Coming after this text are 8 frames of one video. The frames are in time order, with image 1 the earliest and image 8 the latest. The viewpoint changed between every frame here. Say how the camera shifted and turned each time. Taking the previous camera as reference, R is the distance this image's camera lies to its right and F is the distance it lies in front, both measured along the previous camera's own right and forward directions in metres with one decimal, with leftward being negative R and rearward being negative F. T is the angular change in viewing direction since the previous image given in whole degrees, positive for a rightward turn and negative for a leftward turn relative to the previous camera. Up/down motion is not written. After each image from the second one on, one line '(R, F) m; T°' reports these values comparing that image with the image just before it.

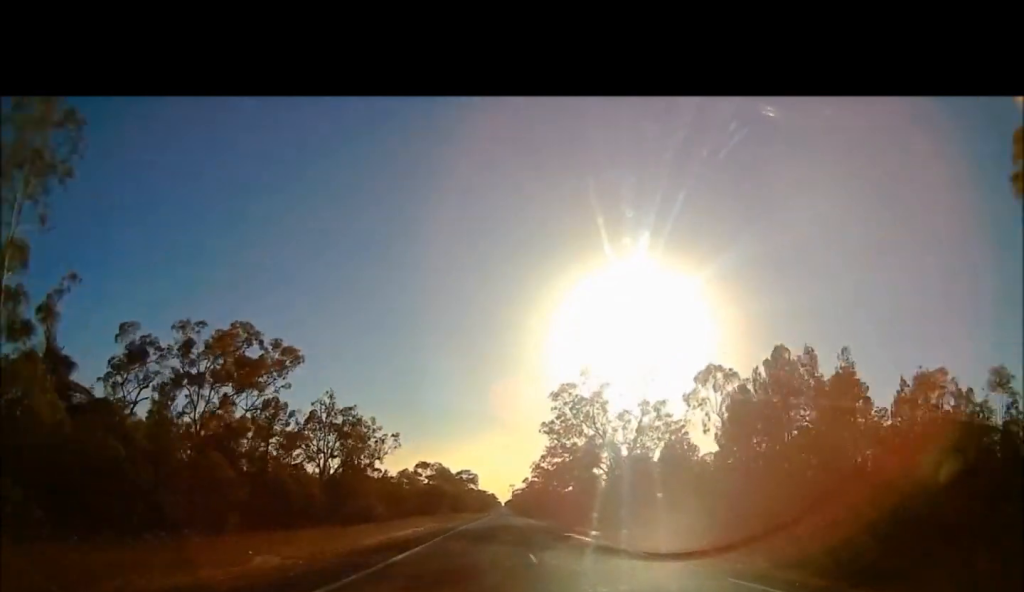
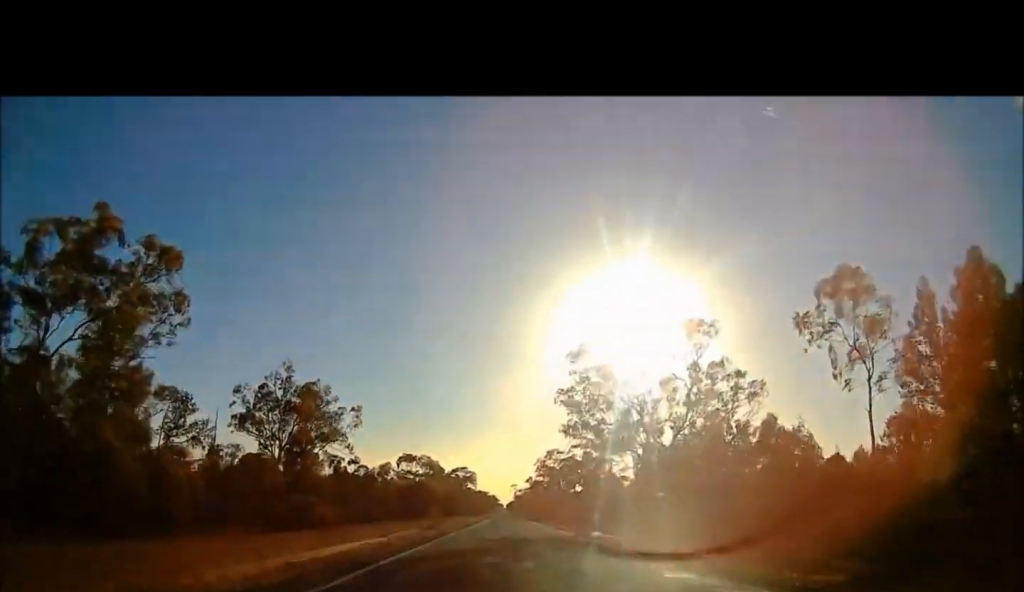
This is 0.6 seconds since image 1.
(+0.1, +18.7) m; -1°
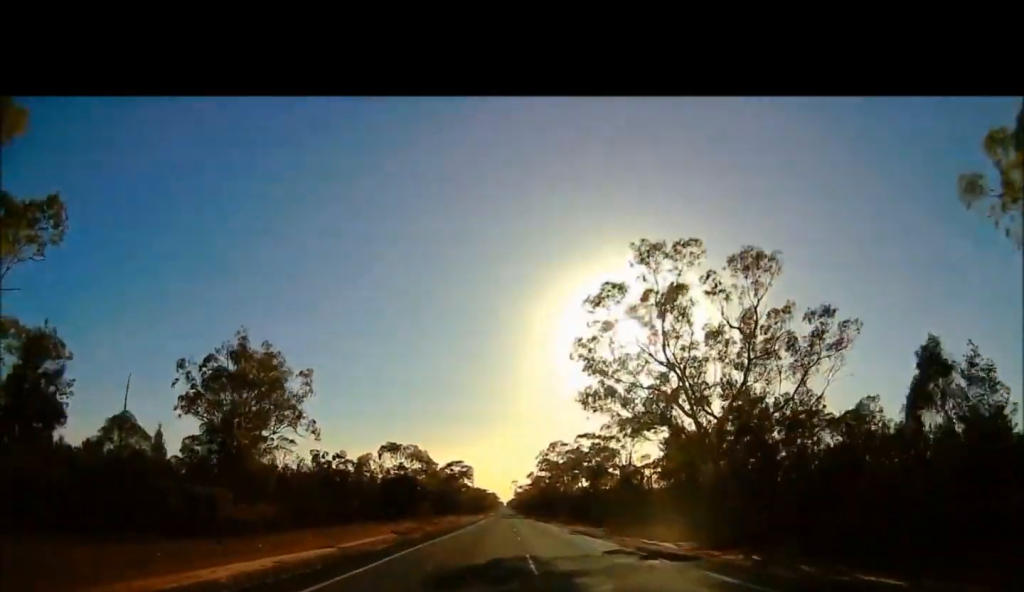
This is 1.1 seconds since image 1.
(-0.1, +12.6) m; -1°
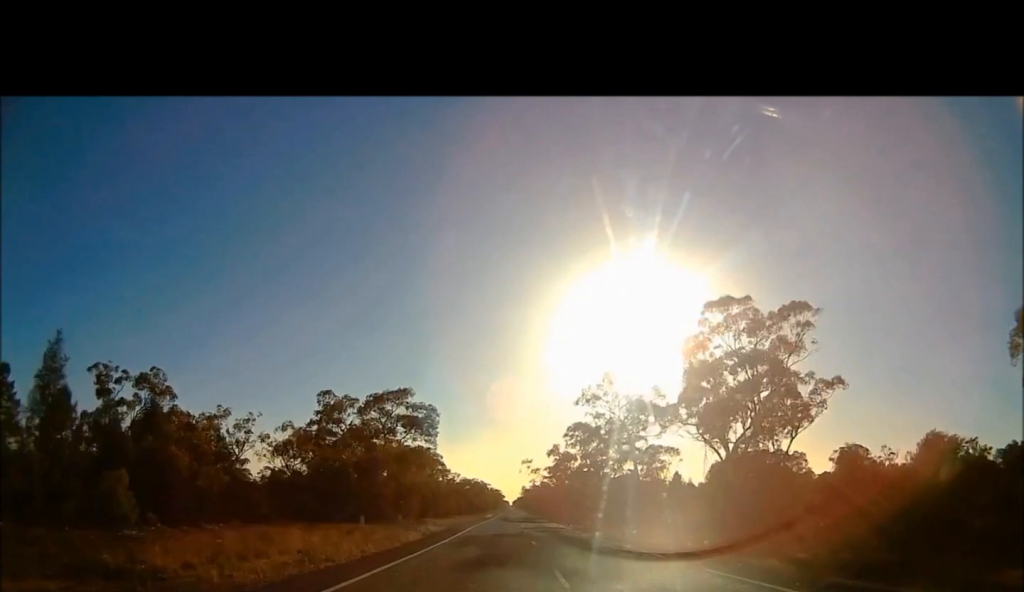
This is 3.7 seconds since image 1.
(-1.7, +86.0) m; 0°
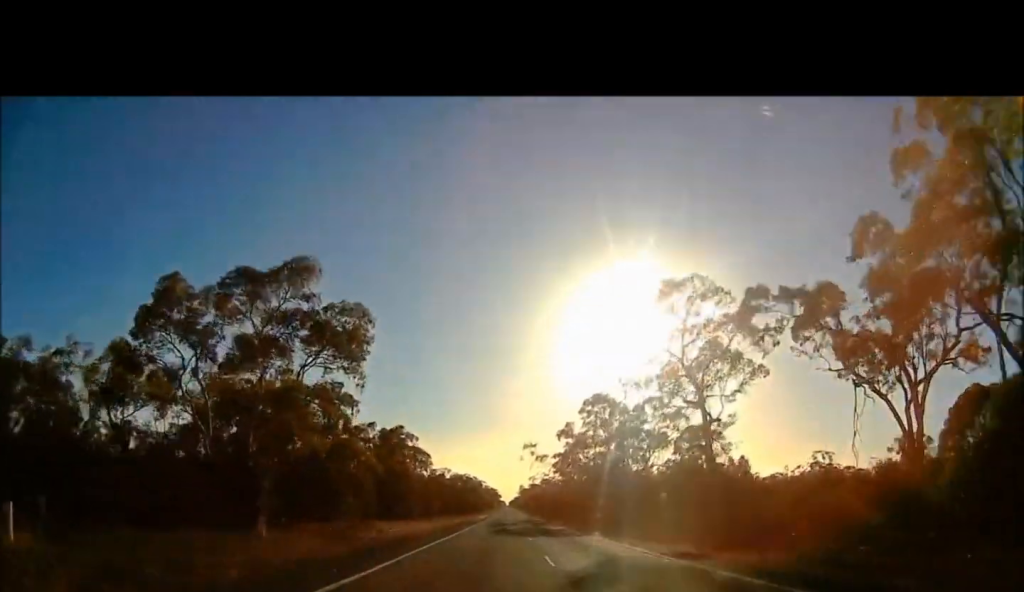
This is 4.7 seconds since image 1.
(+1.1, +36.7) m; +1°
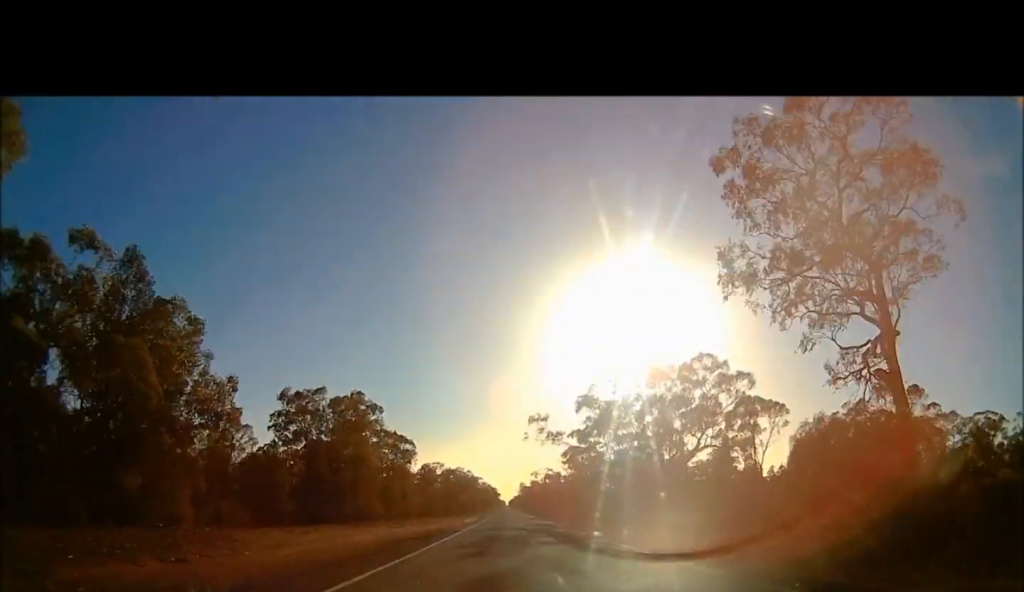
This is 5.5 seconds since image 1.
(-0.5, +30.6) m; -1°
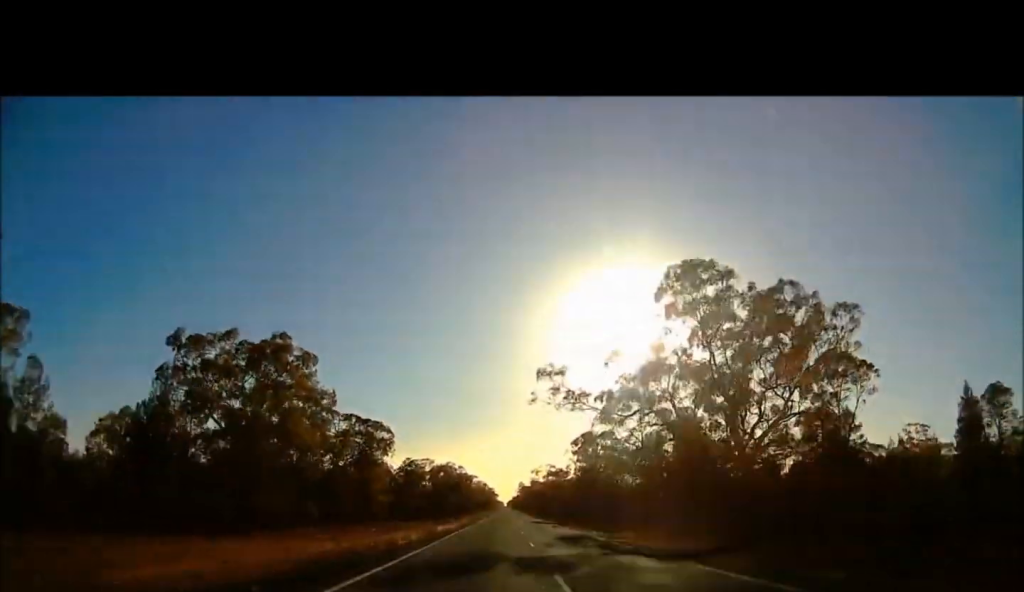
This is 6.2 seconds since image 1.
(-0.3, +26.1) m; 0°
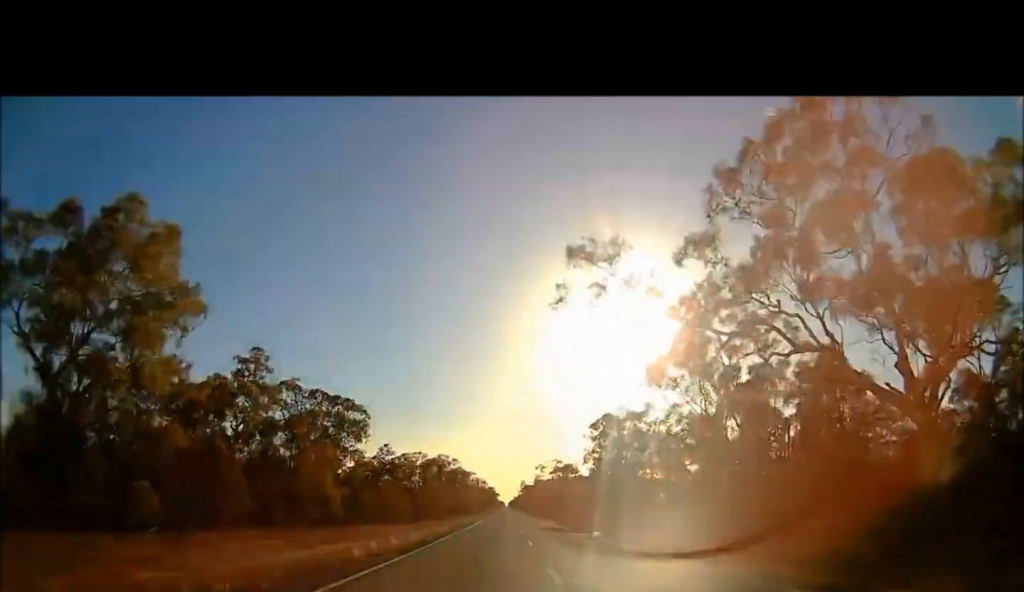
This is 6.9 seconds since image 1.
(-0.3, +23.3) m; +1°
